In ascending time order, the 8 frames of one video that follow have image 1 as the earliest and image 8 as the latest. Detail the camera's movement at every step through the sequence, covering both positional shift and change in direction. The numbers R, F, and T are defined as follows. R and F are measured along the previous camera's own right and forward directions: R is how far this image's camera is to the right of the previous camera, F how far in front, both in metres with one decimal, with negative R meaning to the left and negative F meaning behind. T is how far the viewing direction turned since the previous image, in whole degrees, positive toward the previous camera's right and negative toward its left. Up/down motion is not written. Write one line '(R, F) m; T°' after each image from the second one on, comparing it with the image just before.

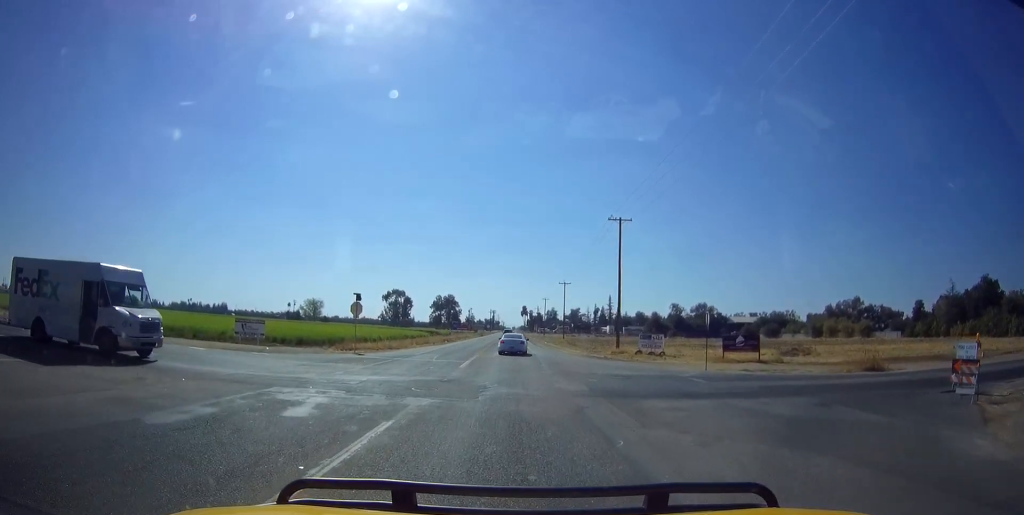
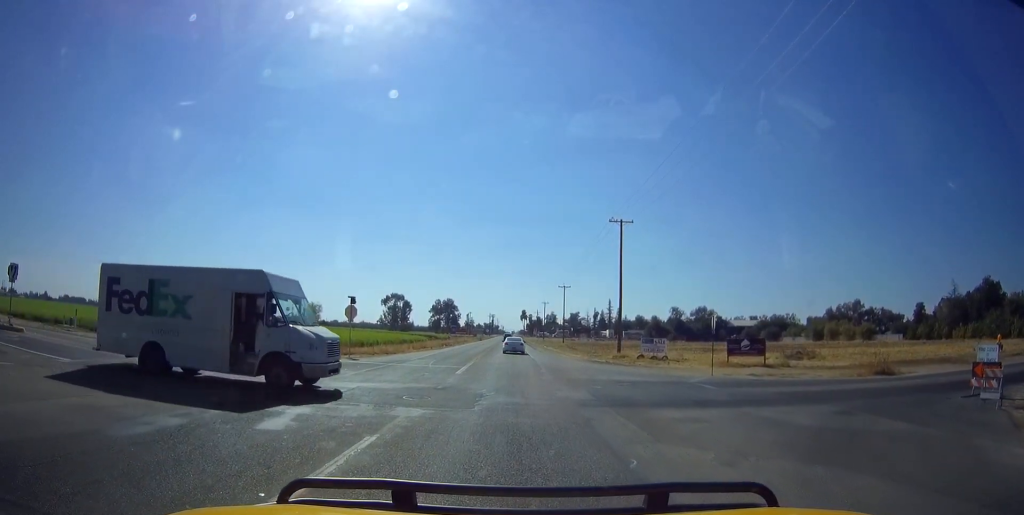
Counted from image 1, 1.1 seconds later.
(0.0, +1.5) m; 0°
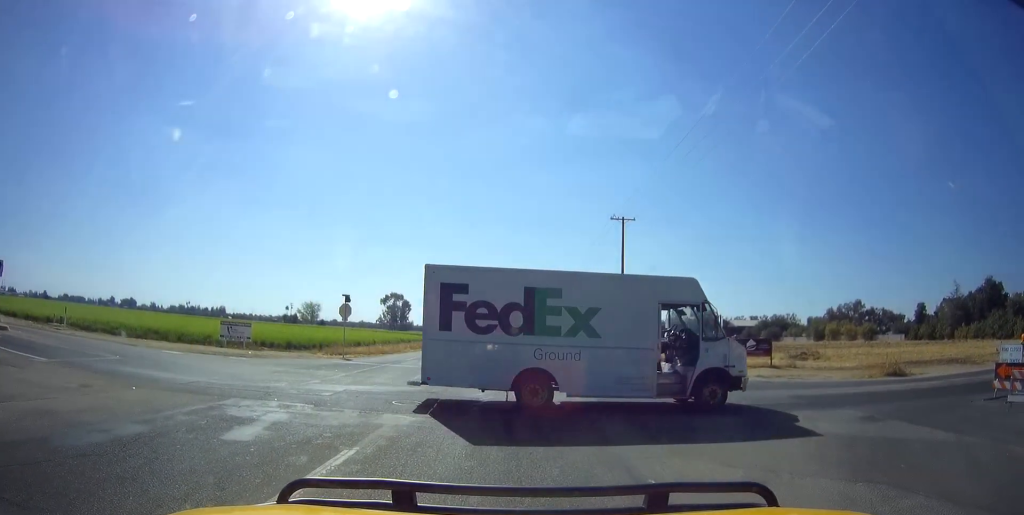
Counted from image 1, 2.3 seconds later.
(0.0, +1.0) m; 0°
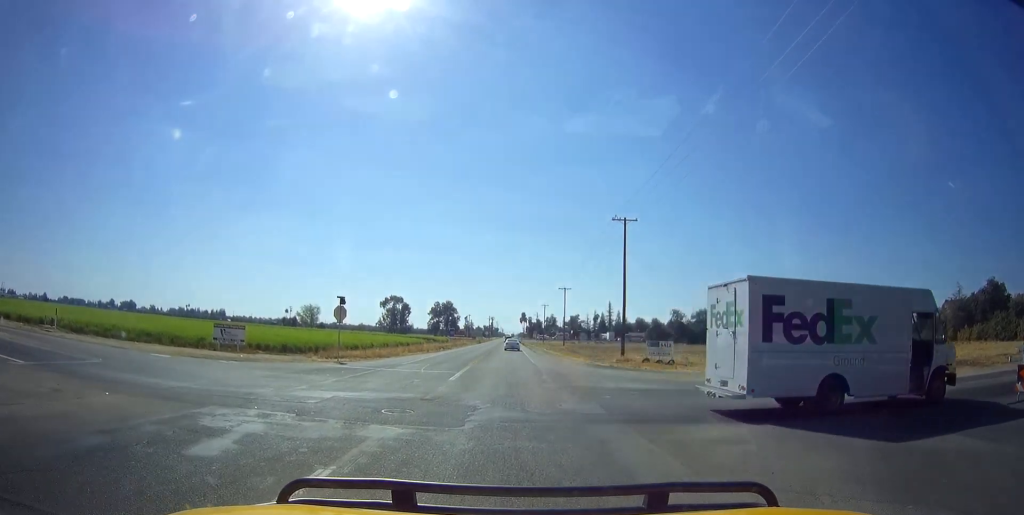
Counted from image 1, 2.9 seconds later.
(0.0, +0.9) m; 0°
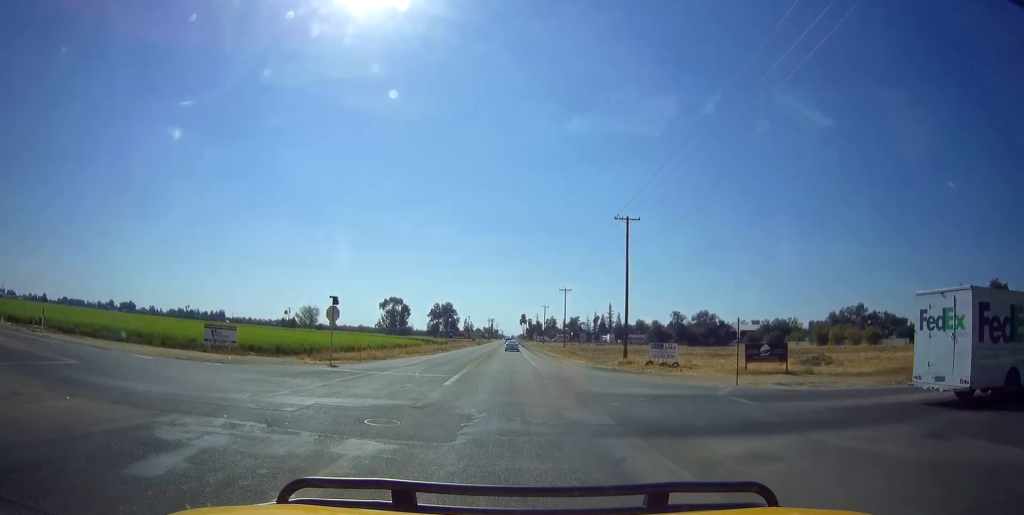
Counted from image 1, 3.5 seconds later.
(0.0, +0.9) m; 0°
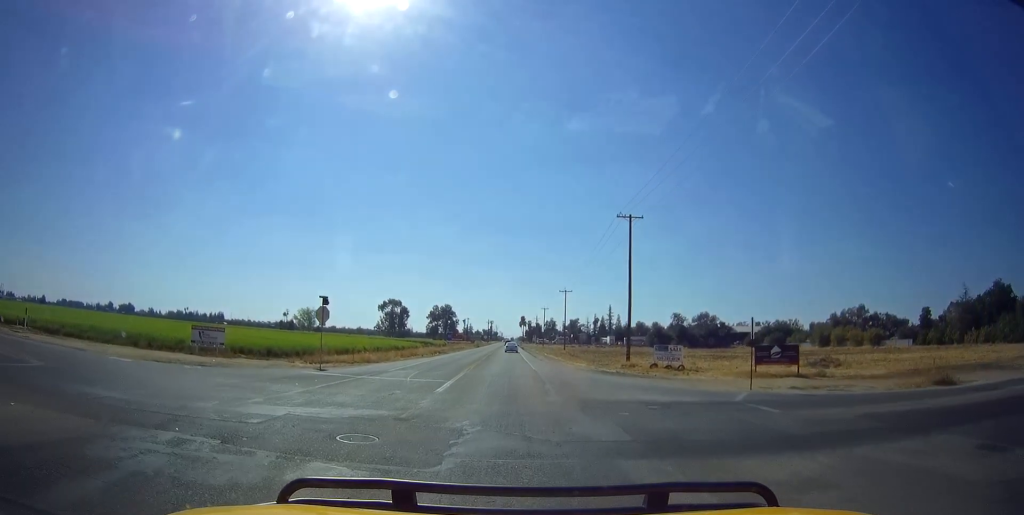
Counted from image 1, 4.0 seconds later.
(0.0, +1.5) m; 0°
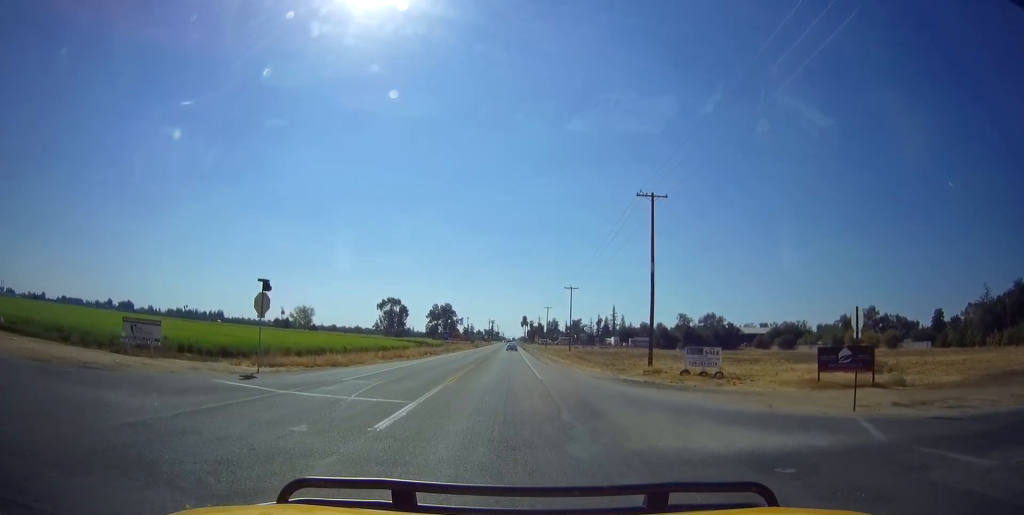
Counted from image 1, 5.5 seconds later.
(0.0, +6.5) m; -2°
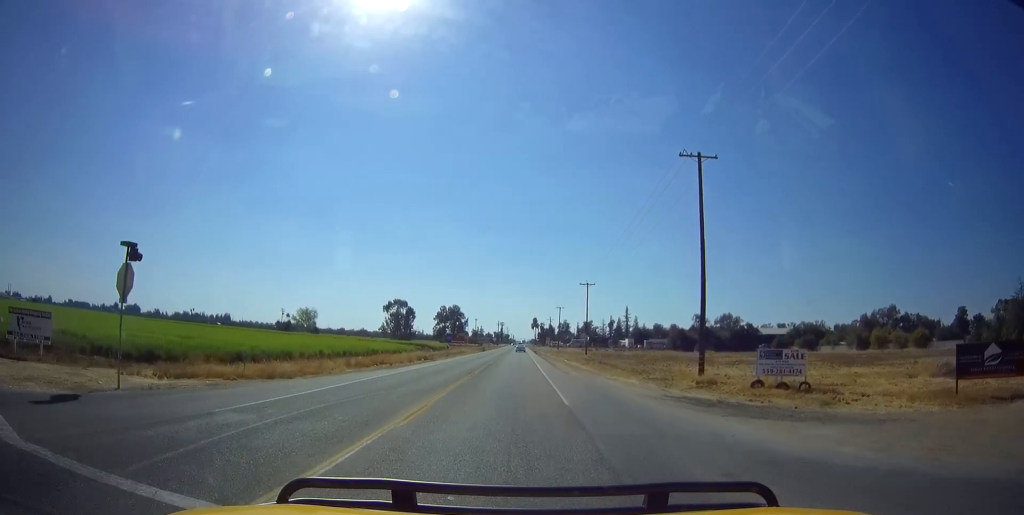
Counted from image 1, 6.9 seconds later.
(0.0, +9.3) m; +1°
